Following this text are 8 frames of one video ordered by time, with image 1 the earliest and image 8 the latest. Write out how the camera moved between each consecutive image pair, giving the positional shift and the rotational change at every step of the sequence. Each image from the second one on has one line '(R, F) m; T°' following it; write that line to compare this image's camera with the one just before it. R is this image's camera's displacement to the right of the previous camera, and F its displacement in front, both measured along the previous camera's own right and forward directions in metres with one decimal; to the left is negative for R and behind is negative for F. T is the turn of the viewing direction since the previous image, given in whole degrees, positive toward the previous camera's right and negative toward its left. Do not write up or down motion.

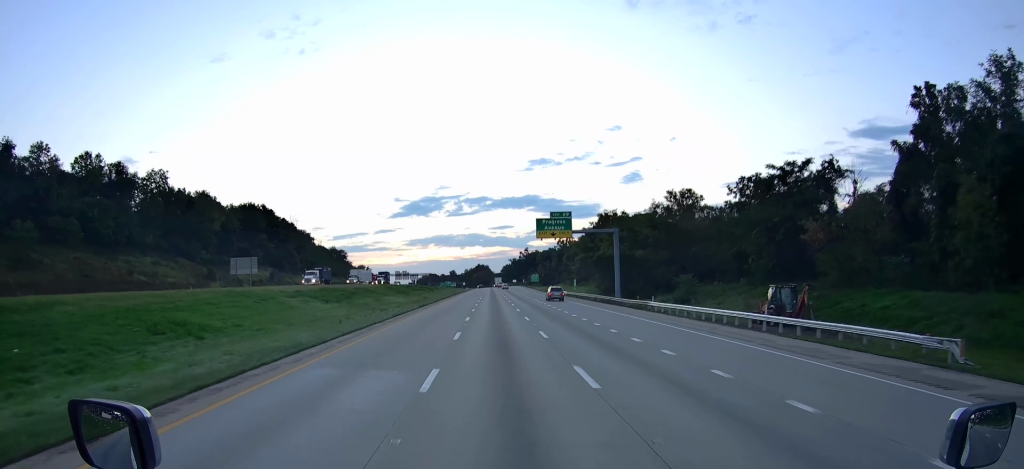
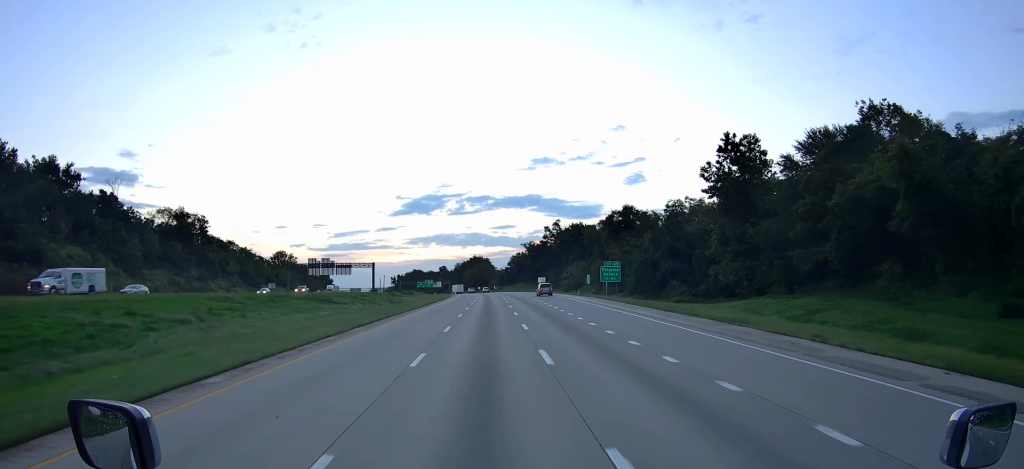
(-0.5, +179.4) m; -1°
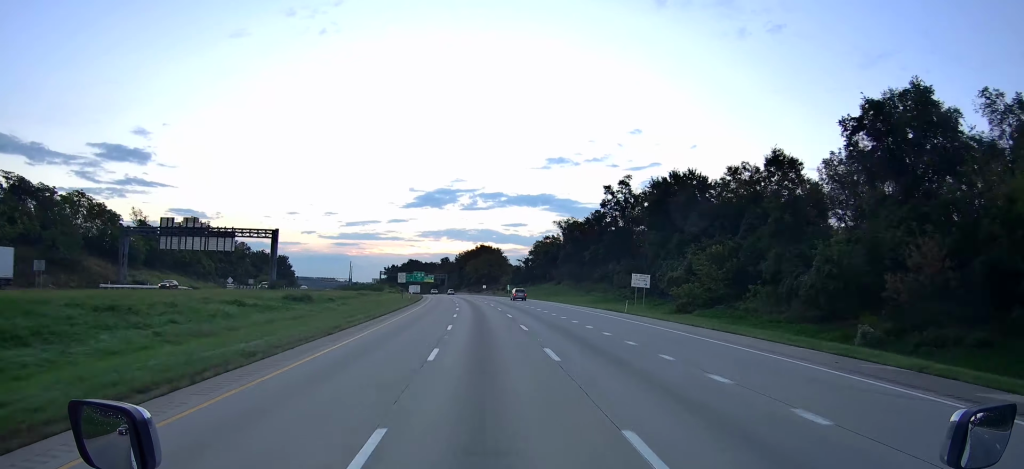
(-0.3, +96.9) m; -2°
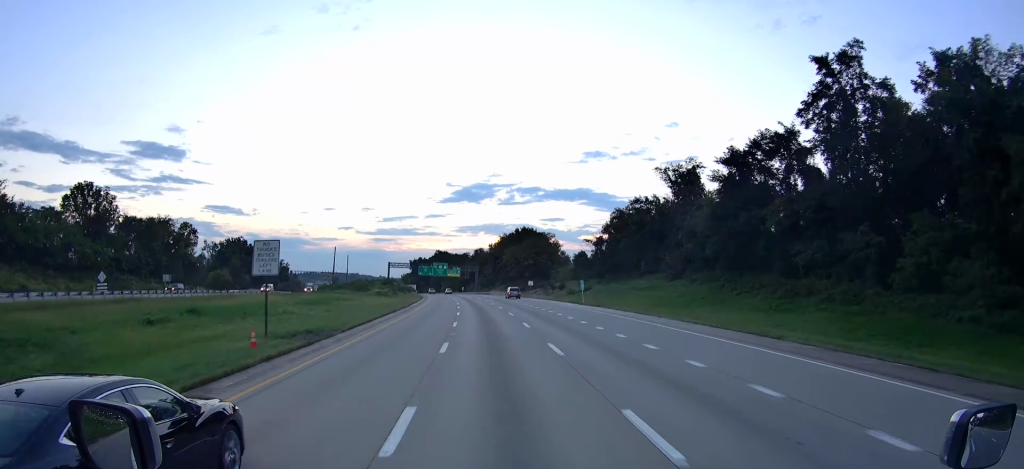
(-1.8, +72.2) m; -3°
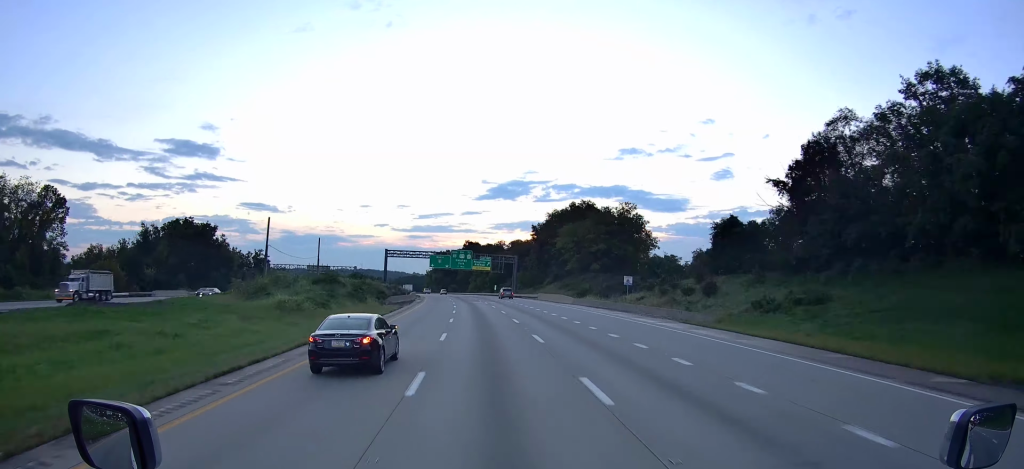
(-2.1, +69.1) m; -4°
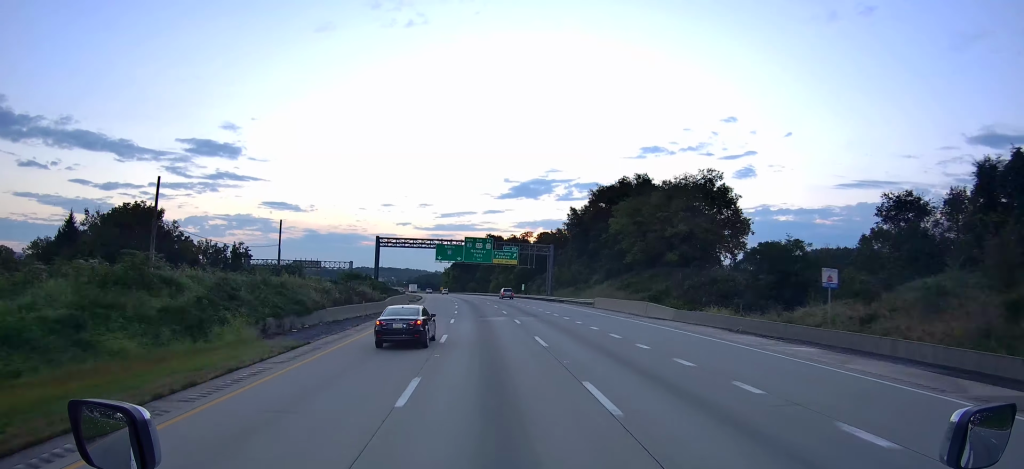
(-0.6, +37.2) m; -2°
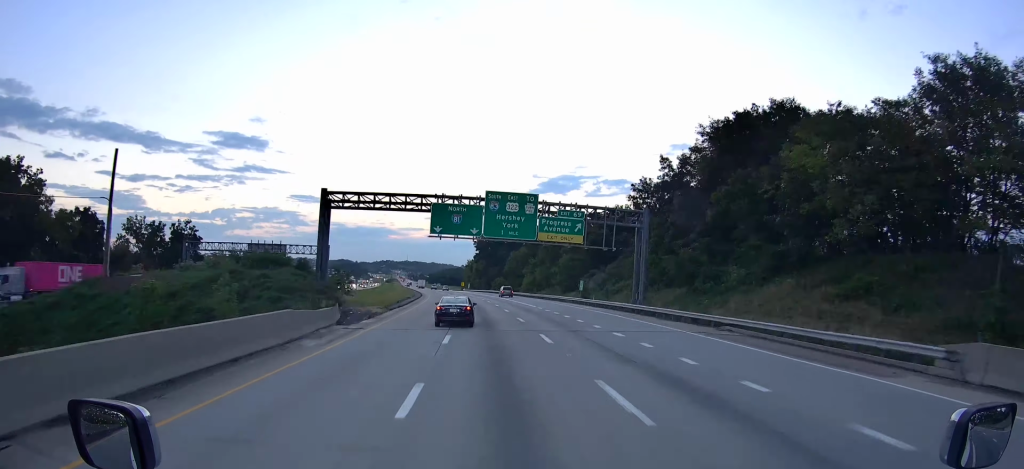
(-1.3, +50.4) m; -2°
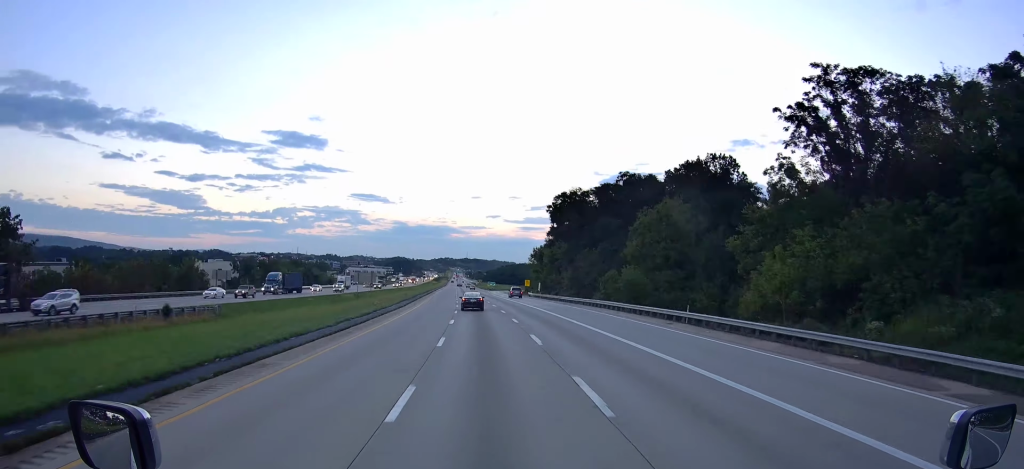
(-4.9, +109.0) m; -5°
